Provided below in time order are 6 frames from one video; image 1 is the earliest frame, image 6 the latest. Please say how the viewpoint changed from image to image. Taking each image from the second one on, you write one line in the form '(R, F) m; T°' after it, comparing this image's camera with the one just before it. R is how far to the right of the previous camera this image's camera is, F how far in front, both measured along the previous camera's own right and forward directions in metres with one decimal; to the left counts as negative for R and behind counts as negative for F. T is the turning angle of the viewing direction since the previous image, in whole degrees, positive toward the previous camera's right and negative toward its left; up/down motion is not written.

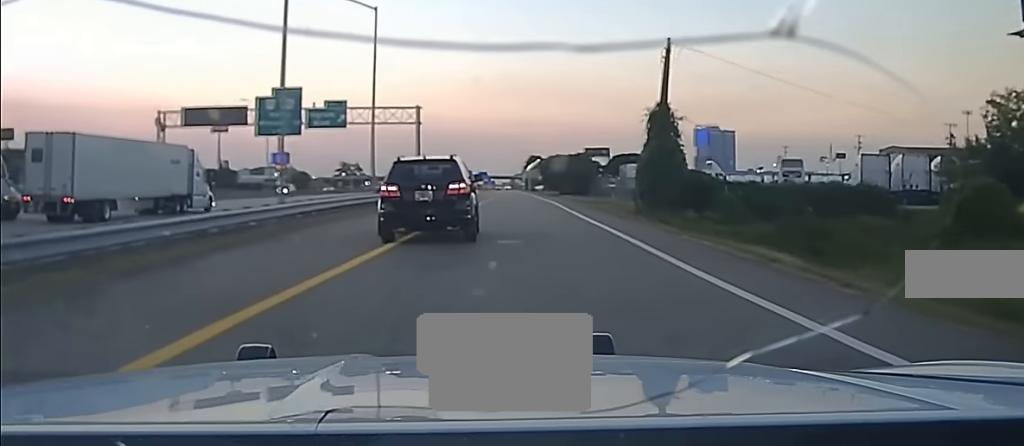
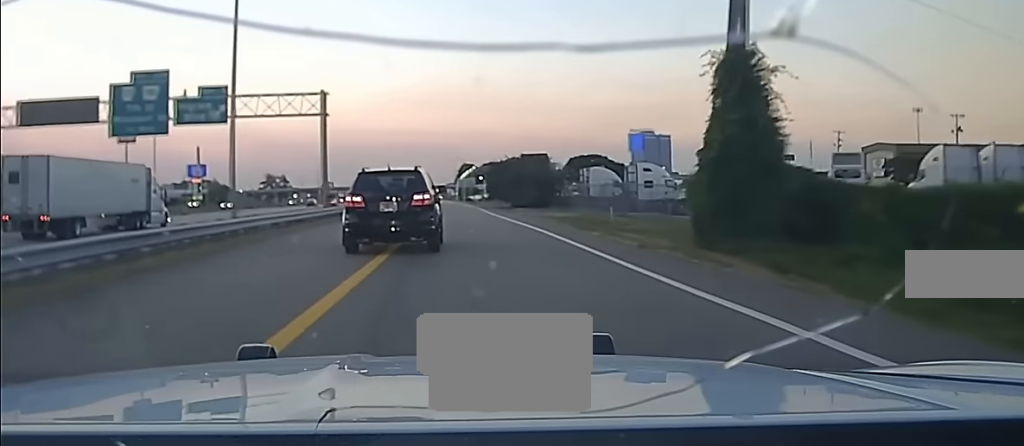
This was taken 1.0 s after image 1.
(+1.5, +38.8) m; +1°
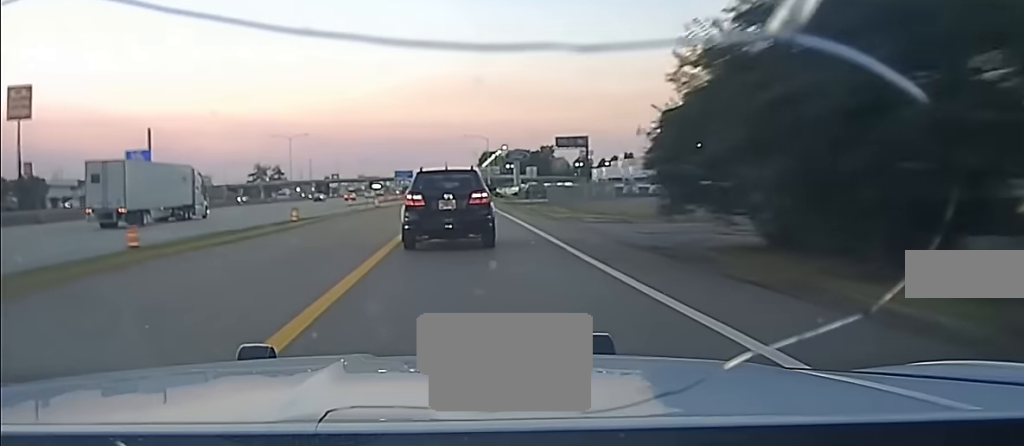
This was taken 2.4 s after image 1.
(+0.1, +51.6) m; 0°
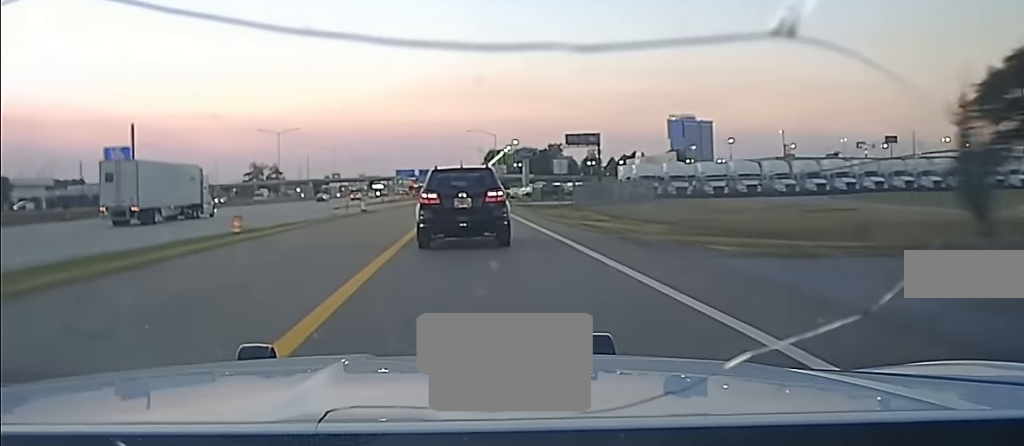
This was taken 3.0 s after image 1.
(0.0, +20.3) m; 0°
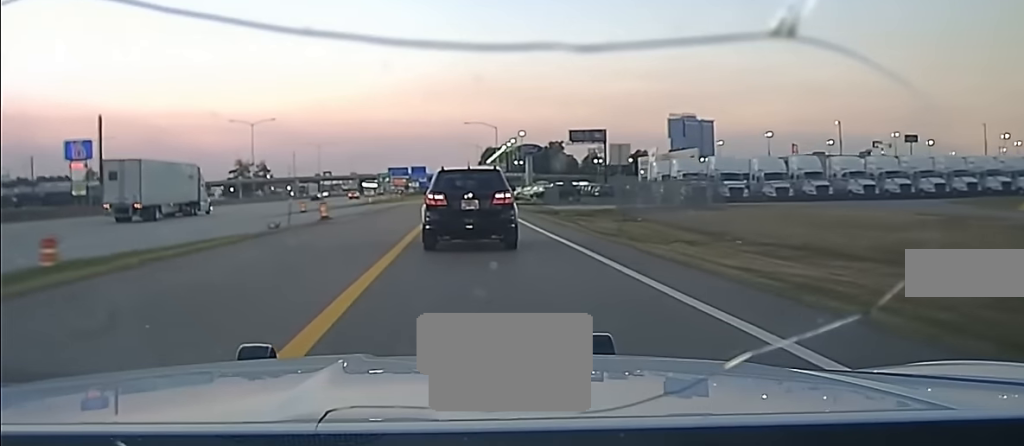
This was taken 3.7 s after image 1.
(0.0, +23.0) m; 0°
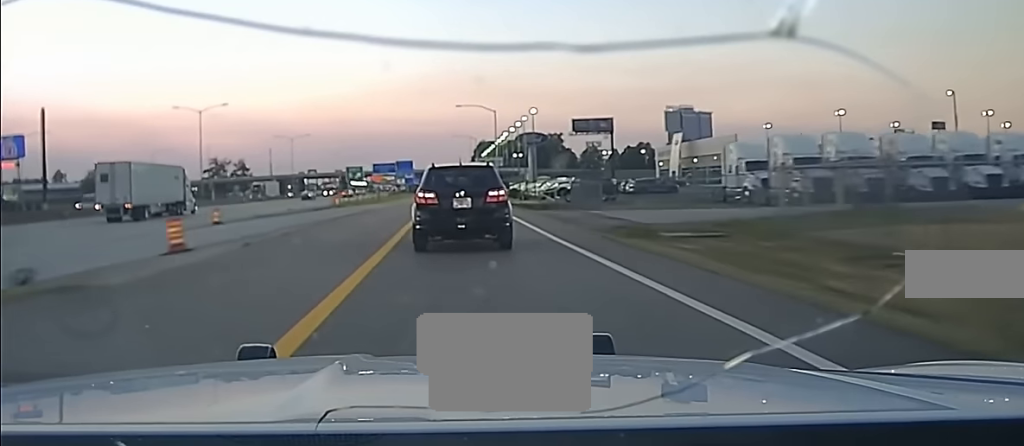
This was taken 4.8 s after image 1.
(0.0, +30.6) m; 0°
